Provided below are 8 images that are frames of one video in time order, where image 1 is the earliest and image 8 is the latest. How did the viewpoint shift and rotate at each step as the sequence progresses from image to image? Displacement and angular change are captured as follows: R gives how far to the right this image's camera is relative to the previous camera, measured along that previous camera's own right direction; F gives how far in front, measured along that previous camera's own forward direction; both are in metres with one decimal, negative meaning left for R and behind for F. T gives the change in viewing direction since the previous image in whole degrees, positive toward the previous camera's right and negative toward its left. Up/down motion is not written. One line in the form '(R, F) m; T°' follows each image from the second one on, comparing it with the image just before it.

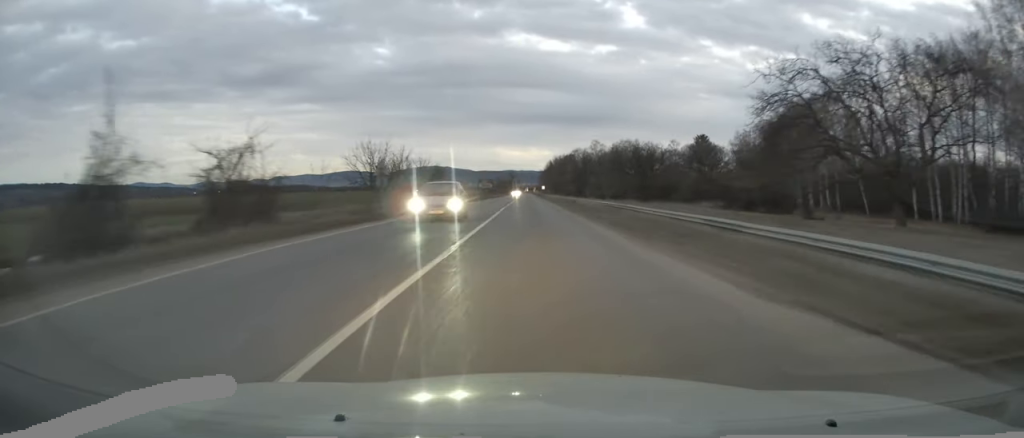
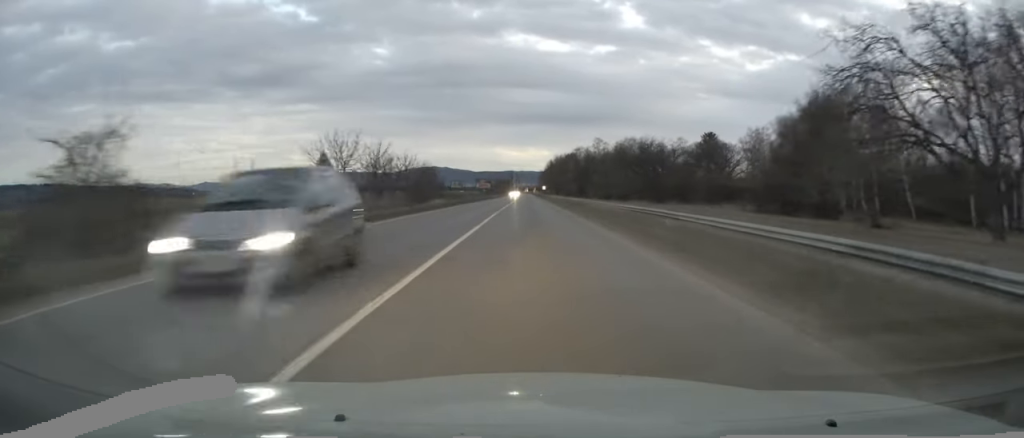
(0.0, +9.3) m; 0°
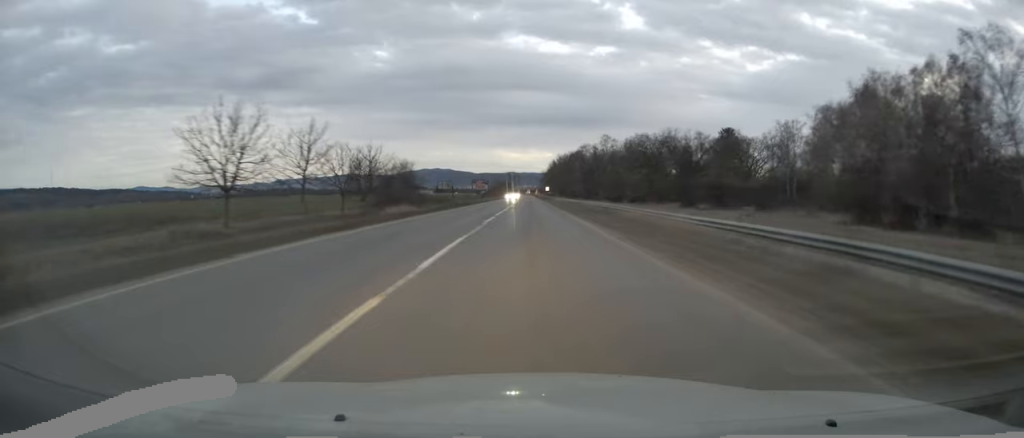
(+0.1, +16.9) m; 0°
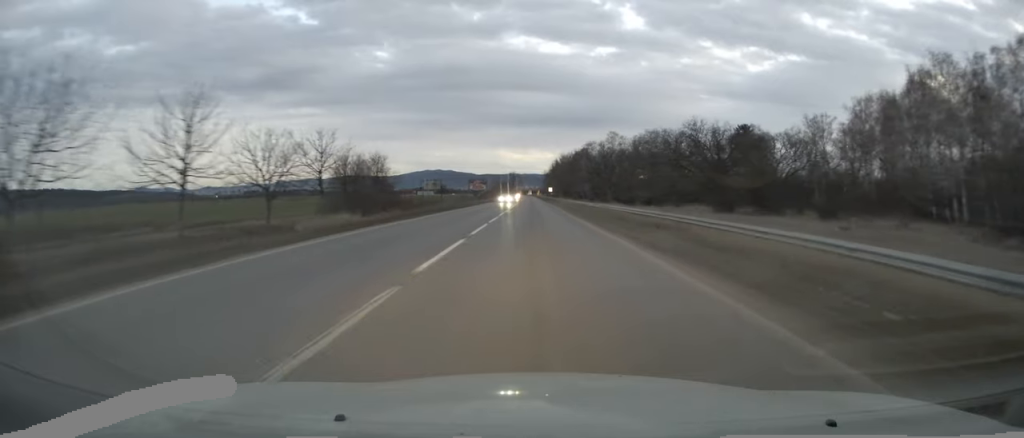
(0.0, +13.4) m; 0°
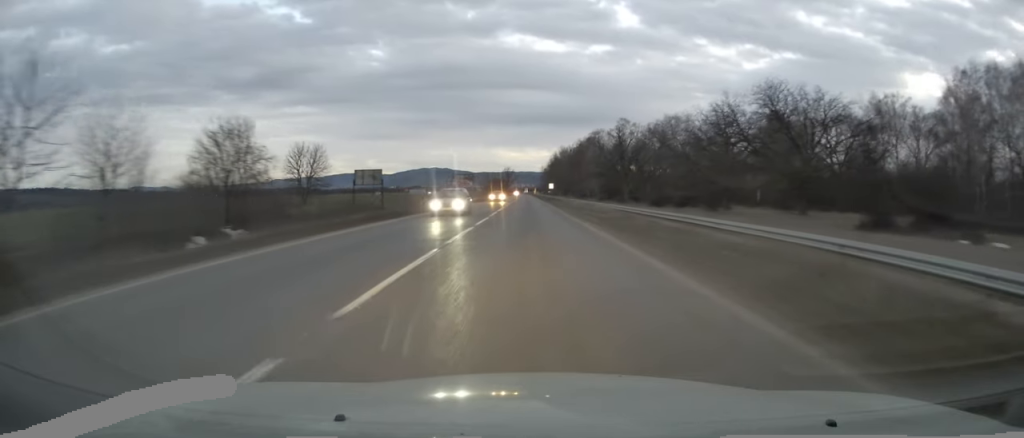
(-0.2, +26.8) m; 0°
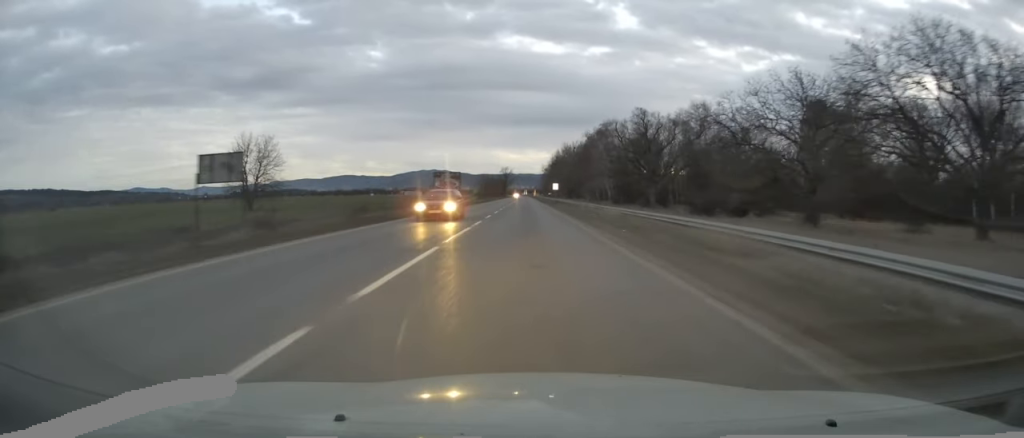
(+0.2, +22.7) m; 0°
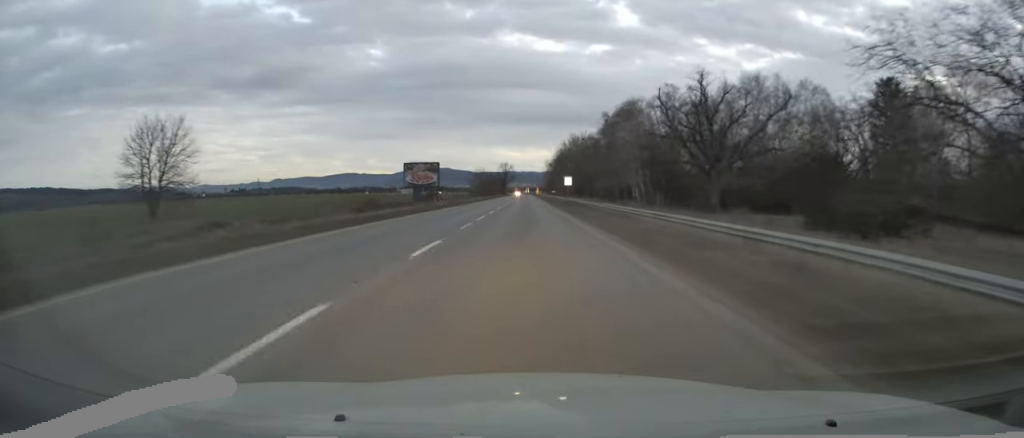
(0.0, +26.3) m; 0°
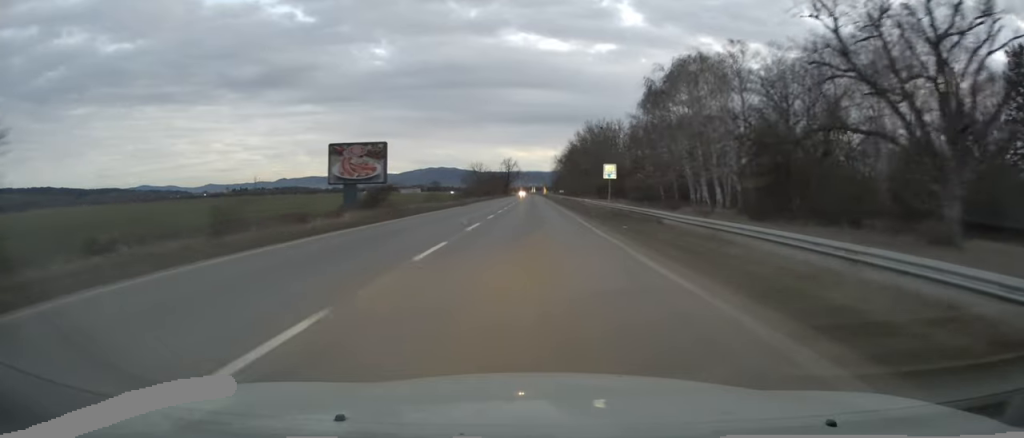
(-0.2, +31.4) m; -1°
